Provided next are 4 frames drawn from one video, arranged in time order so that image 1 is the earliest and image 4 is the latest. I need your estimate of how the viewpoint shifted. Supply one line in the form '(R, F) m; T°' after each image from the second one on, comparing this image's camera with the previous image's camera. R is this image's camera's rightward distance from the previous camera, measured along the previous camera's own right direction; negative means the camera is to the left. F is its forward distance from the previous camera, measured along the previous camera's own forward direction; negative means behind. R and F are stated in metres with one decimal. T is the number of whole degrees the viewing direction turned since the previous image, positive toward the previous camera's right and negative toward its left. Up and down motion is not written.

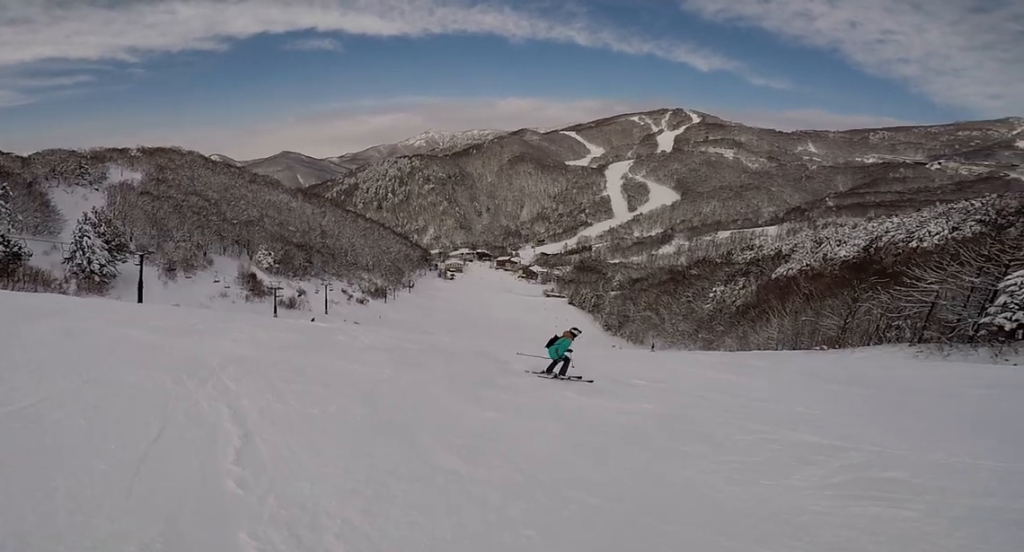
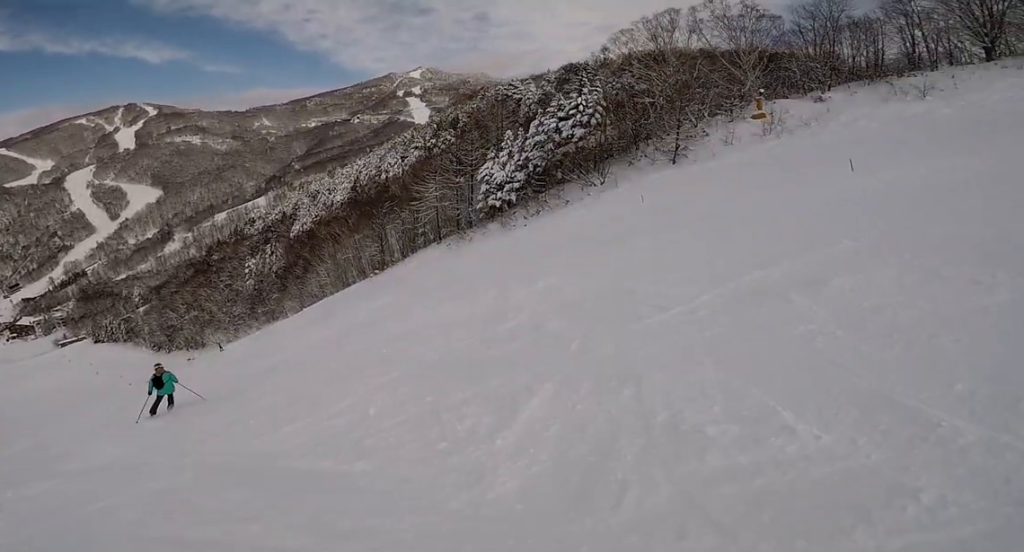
(+6.9, +7.9) m; +72°
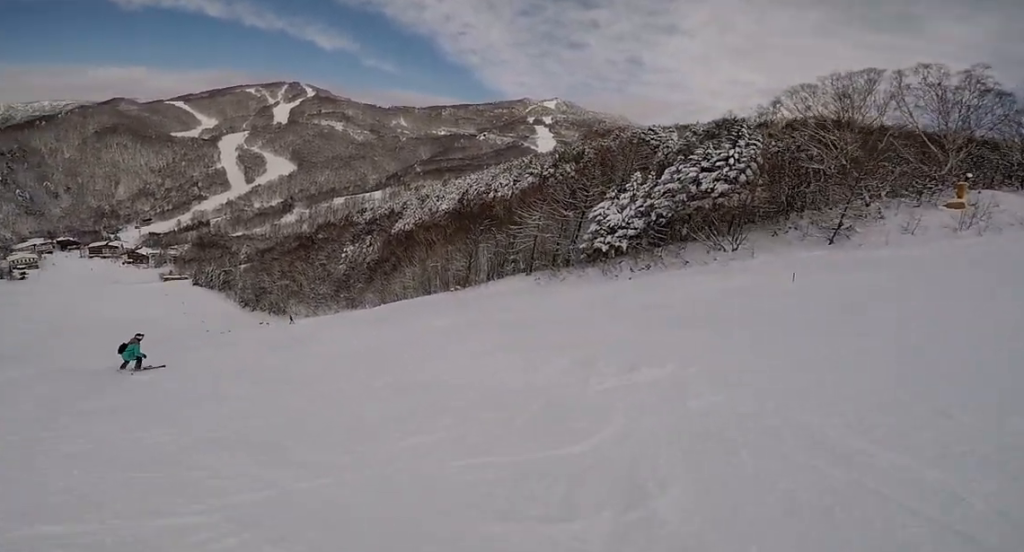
(-0.4, +4.0) m; -18°
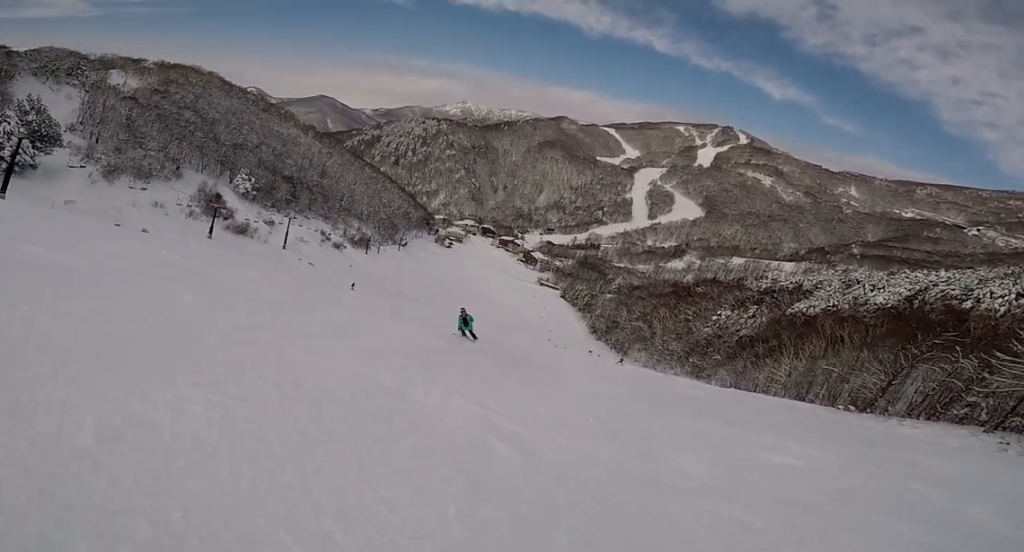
(-3.2, +7.0) m; -55°
